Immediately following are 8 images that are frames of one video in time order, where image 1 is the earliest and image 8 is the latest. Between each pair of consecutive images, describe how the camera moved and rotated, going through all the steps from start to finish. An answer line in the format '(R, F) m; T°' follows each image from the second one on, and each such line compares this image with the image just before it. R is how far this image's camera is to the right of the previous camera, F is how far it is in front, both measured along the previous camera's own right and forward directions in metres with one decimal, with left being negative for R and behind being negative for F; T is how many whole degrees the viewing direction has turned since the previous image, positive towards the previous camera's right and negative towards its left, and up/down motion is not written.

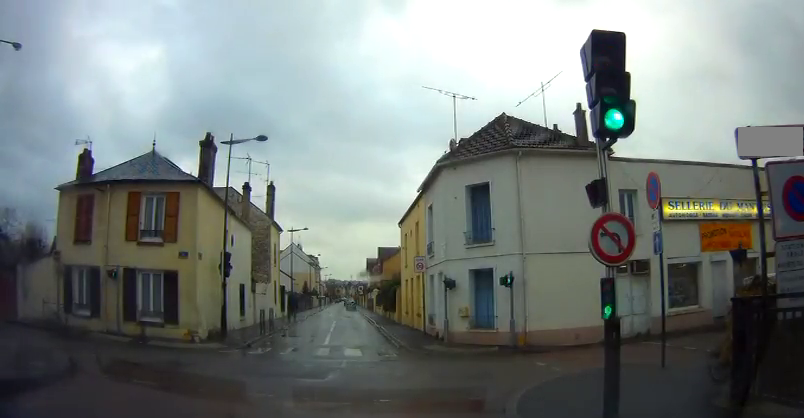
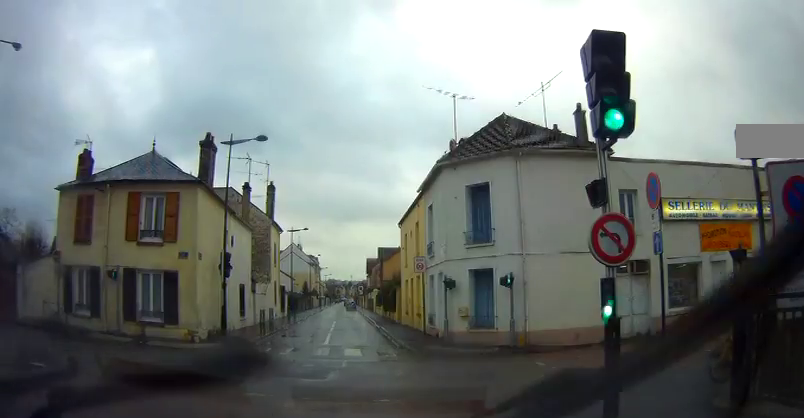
(0.0, +0.1) m; 0°
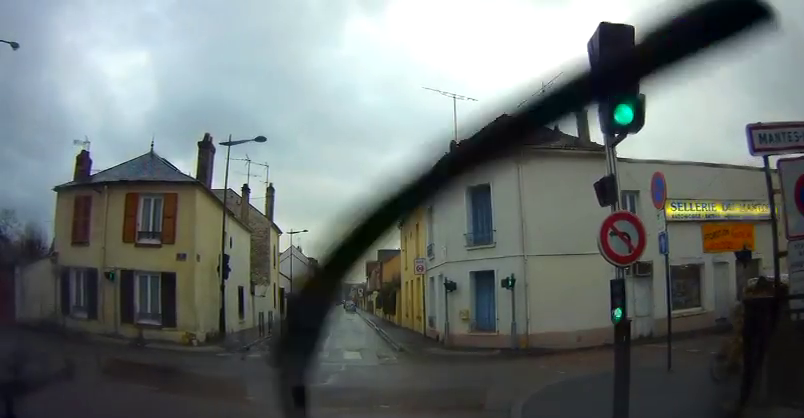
(0.0, +0.2) m; 0°
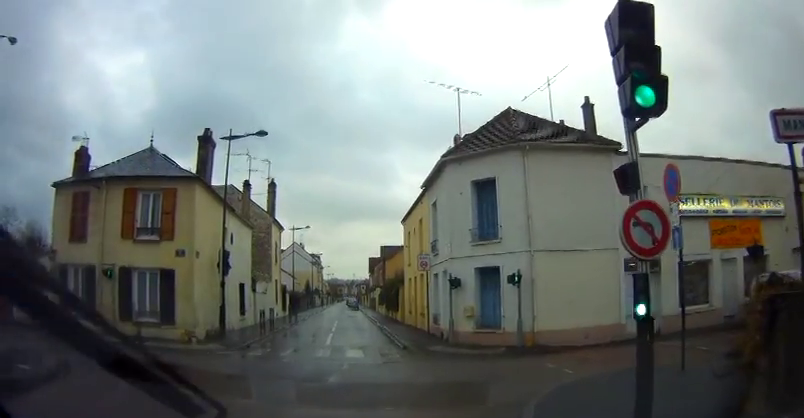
(0.0, +0.2) m; 0°
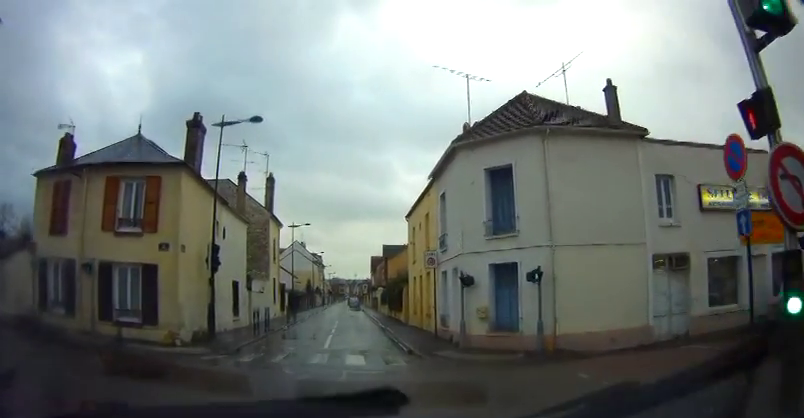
(-0.1, +1.3) m; +7°
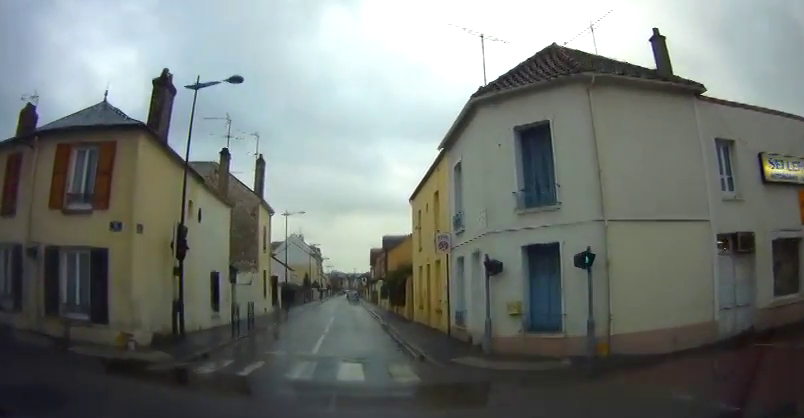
(+0.3, +2.5) m; 0°
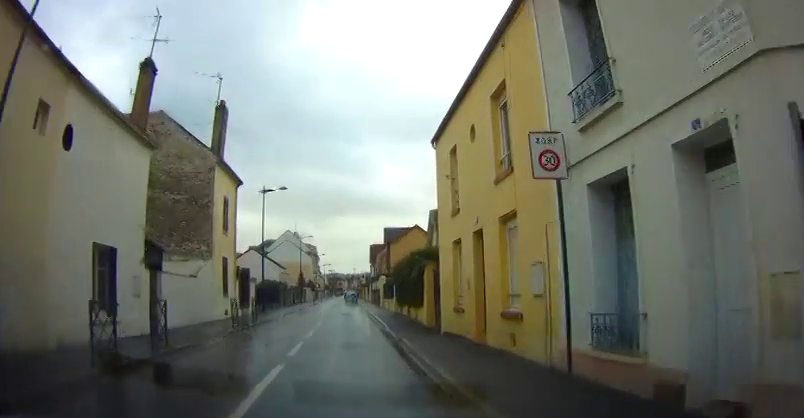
(-0.4, +8.7) m; -3°
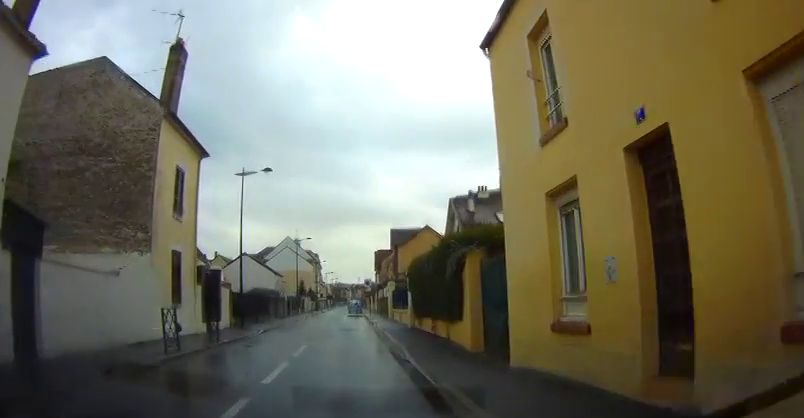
(0.0, +6.9) m; +1°
